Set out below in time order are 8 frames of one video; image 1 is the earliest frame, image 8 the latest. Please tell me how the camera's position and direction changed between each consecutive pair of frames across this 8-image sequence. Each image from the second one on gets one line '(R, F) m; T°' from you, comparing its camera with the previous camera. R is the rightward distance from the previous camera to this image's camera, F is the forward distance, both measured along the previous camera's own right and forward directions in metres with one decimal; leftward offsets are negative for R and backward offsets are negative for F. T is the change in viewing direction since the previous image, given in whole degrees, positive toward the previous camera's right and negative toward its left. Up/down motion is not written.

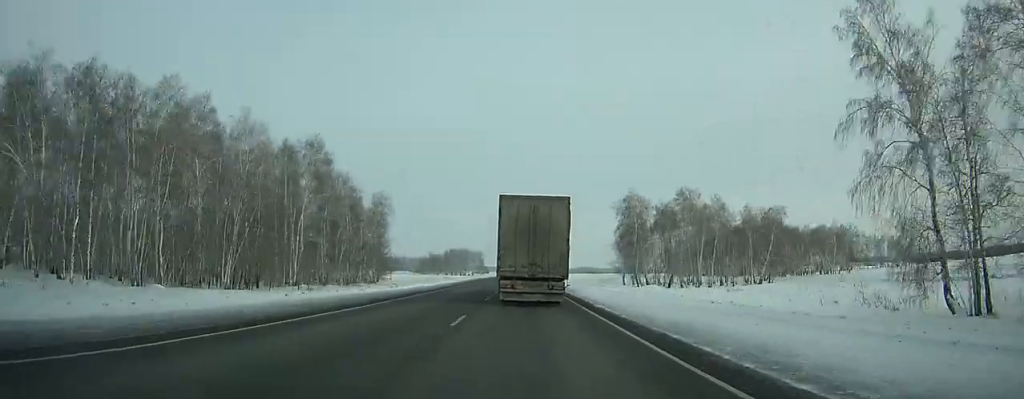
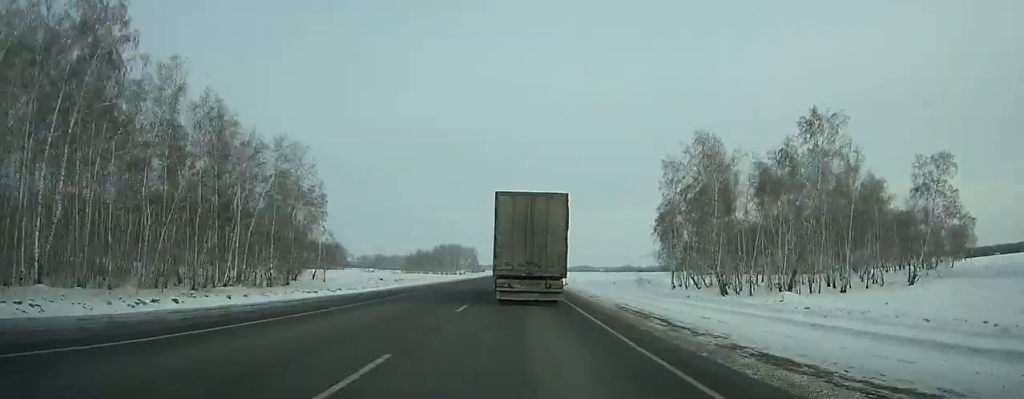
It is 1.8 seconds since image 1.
(0.0, +39.9) m; 0°
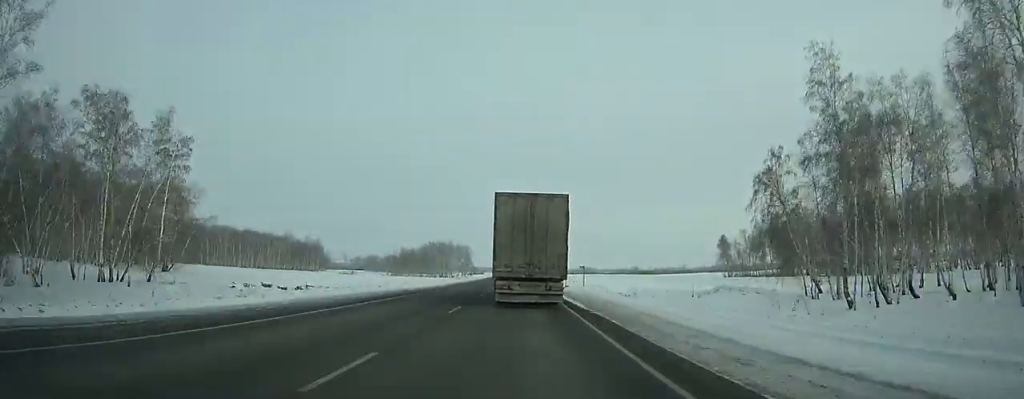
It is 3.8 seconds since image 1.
(+0.3, +45.1) m; 0°
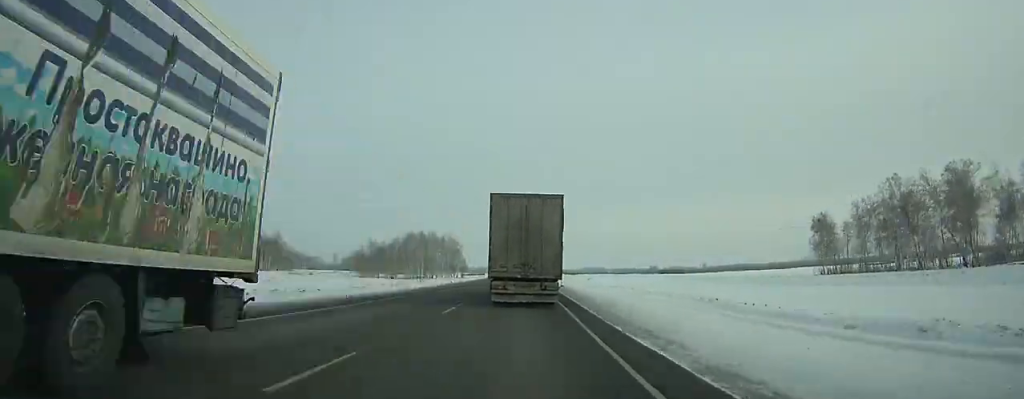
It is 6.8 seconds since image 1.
(-0.5, +78.4) m; 0°
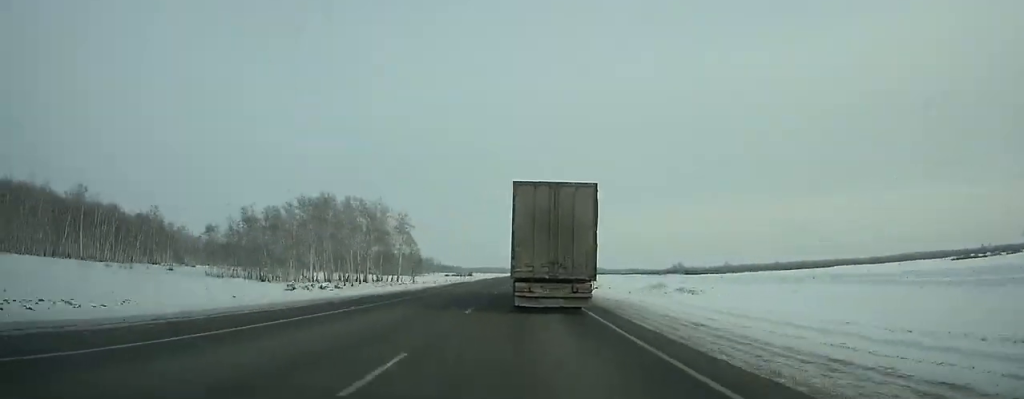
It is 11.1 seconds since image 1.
(+0.3, +115.6) m; 0°
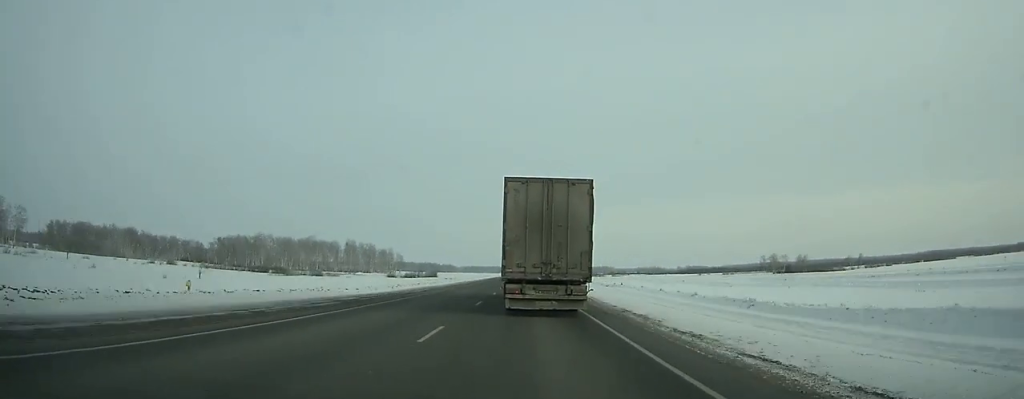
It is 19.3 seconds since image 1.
(-0.9, +207.3) m; 0°
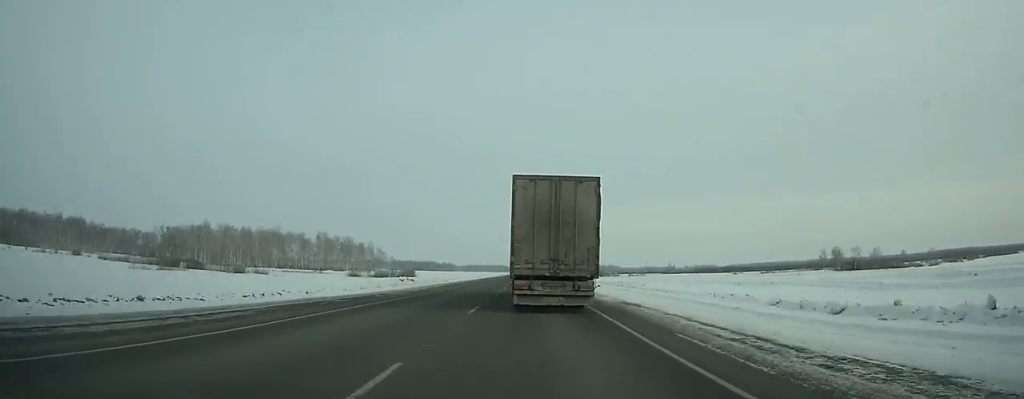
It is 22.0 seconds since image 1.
(0.0, +65.7) m; 0°
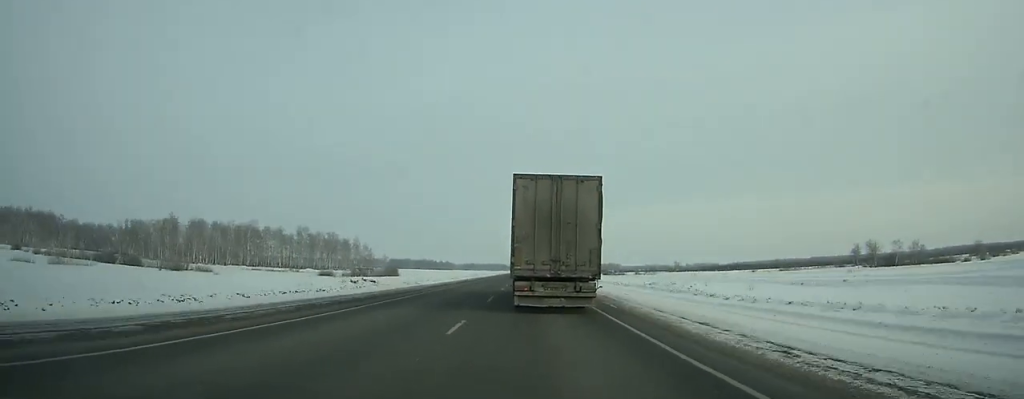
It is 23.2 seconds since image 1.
(0.0, +29.0) m; 0°
